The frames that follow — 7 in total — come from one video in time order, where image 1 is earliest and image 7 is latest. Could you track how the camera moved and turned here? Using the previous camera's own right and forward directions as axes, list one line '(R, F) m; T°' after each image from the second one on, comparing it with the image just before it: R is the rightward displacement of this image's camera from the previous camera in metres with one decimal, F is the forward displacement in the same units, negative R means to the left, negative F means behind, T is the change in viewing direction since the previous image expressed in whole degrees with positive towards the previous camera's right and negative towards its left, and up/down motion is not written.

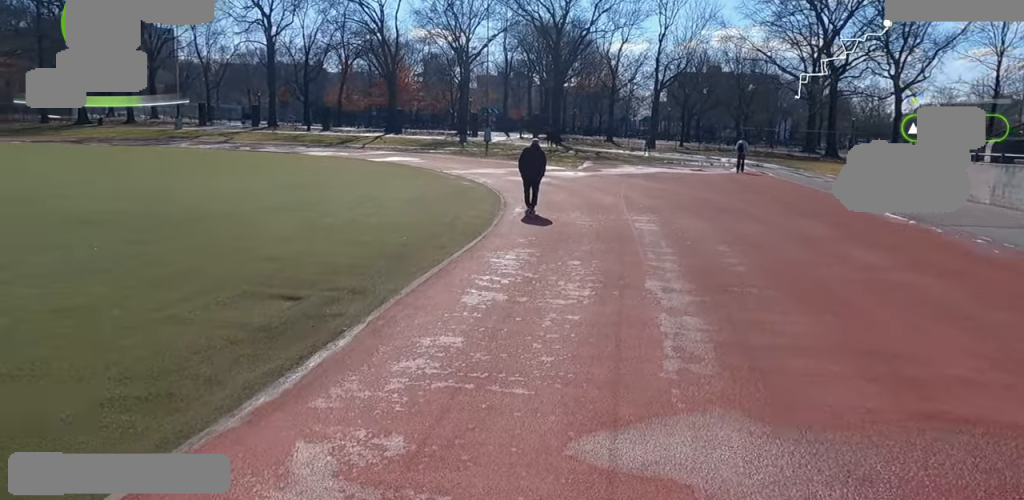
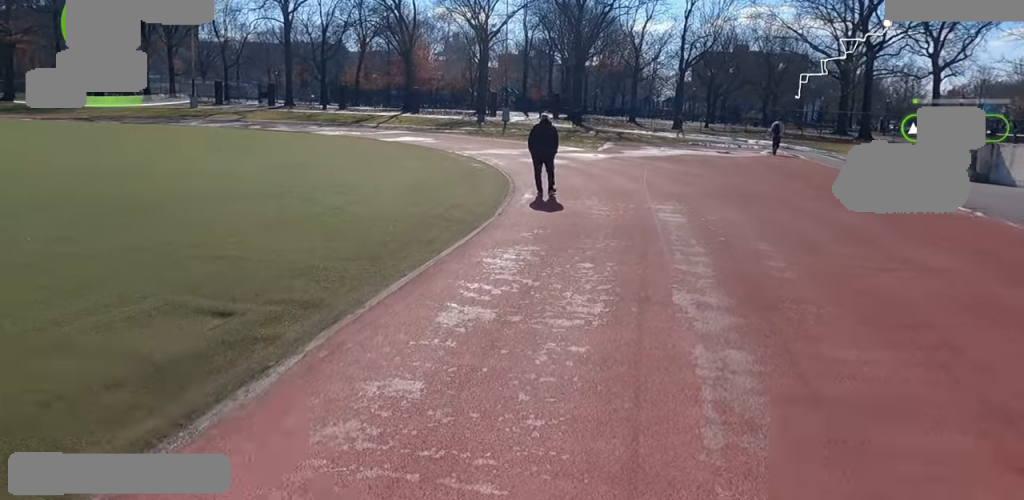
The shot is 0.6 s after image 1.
(+0.1, +1.9) m; 0°
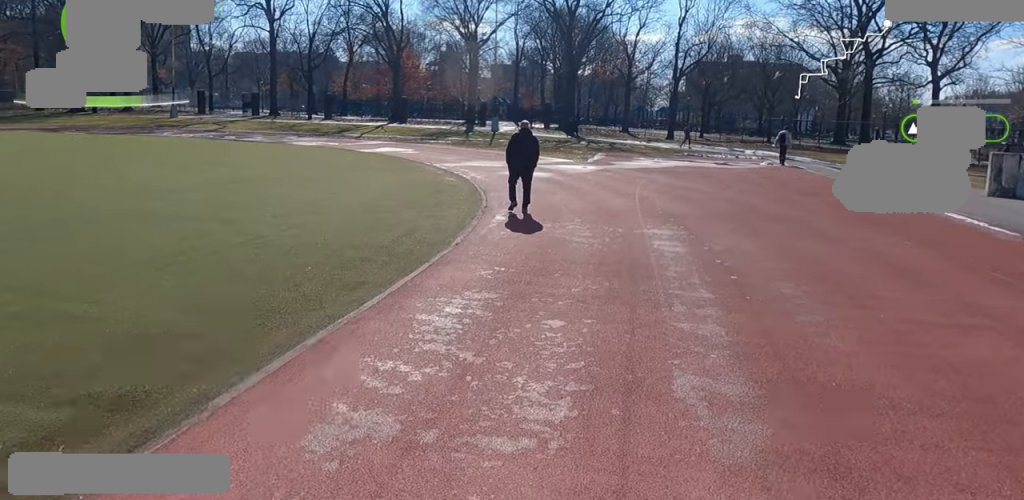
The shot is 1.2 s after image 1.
(+0.6, +2.1) m; 0°
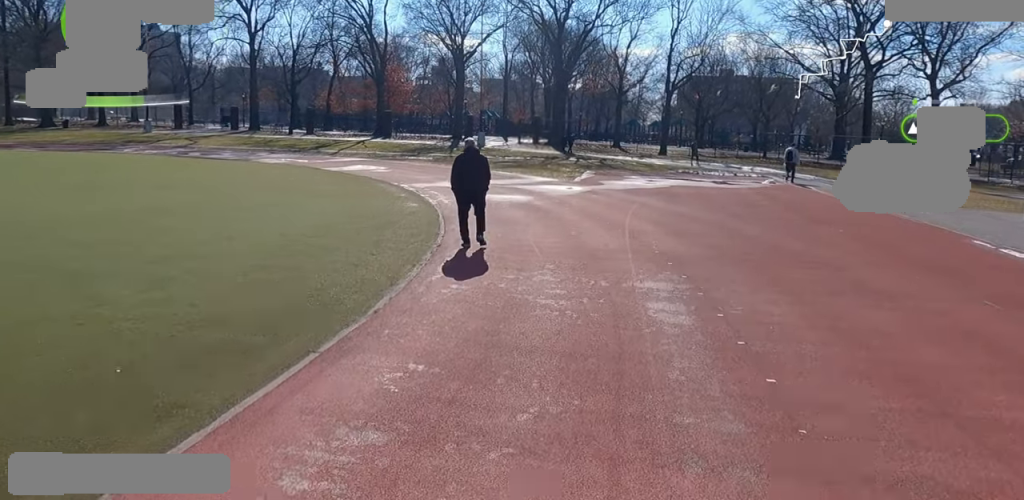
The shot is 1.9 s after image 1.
(-0.7, +2.5) m; 0°
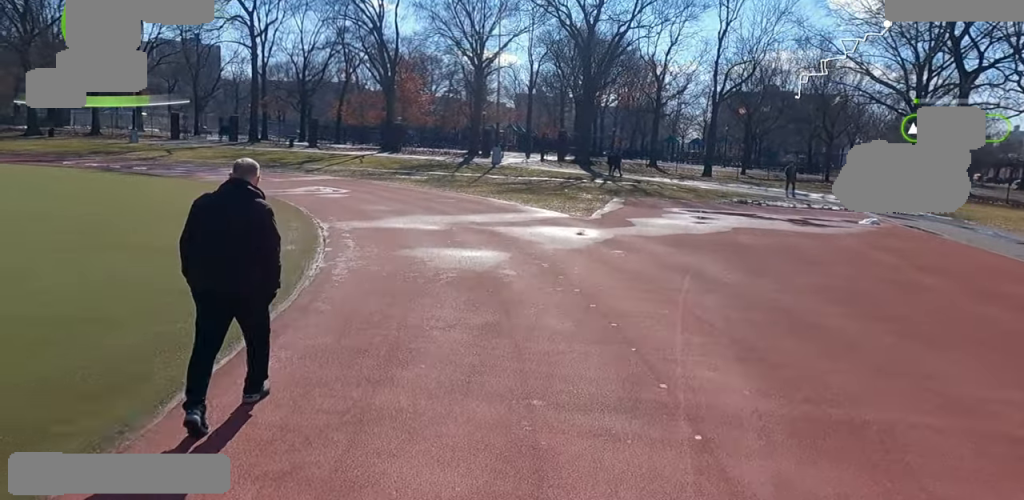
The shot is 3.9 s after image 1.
(-0.3, +7.3) m; -16°
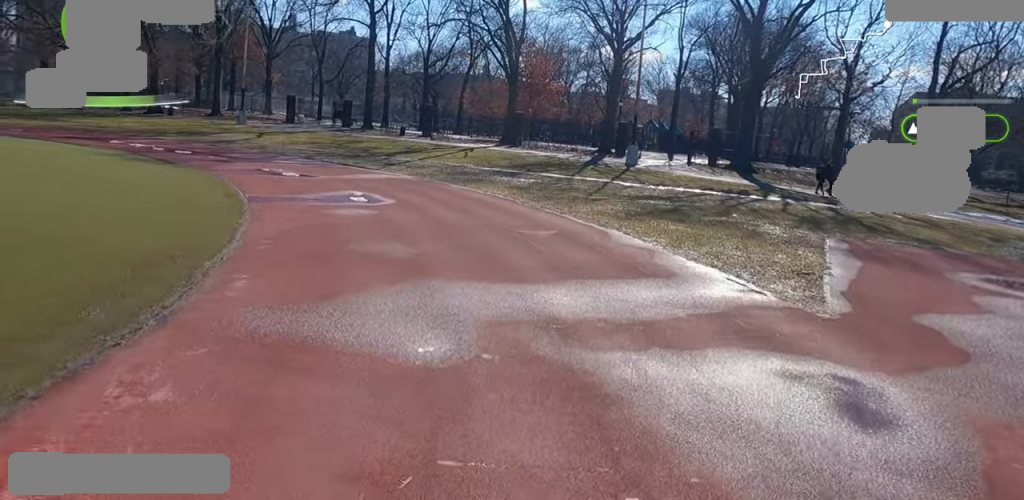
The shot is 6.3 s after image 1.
(+1.2, +9.5) m; +8°
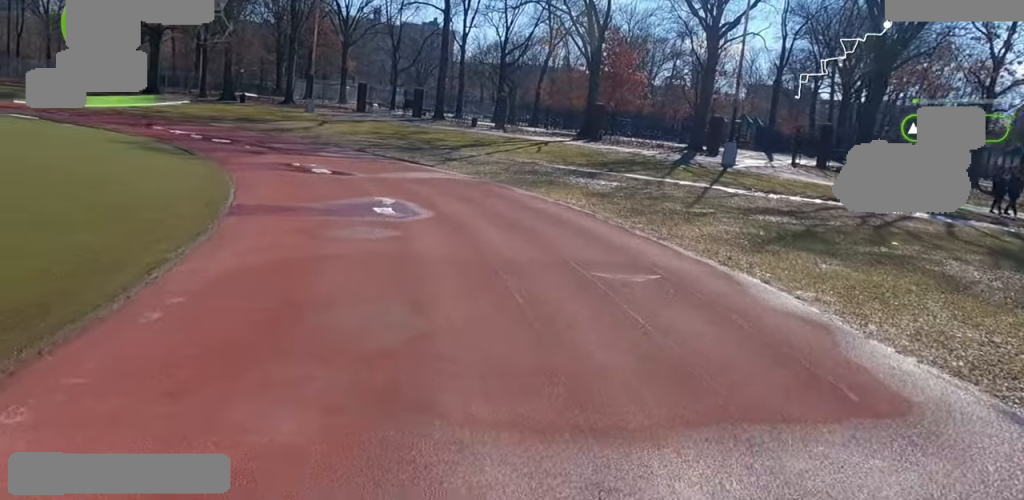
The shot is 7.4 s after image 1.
(-1.2, +4.0) m; -28°
